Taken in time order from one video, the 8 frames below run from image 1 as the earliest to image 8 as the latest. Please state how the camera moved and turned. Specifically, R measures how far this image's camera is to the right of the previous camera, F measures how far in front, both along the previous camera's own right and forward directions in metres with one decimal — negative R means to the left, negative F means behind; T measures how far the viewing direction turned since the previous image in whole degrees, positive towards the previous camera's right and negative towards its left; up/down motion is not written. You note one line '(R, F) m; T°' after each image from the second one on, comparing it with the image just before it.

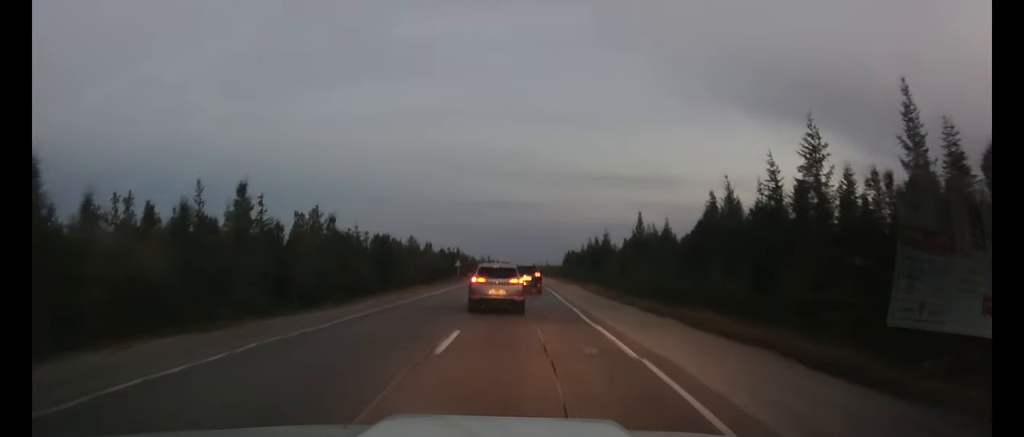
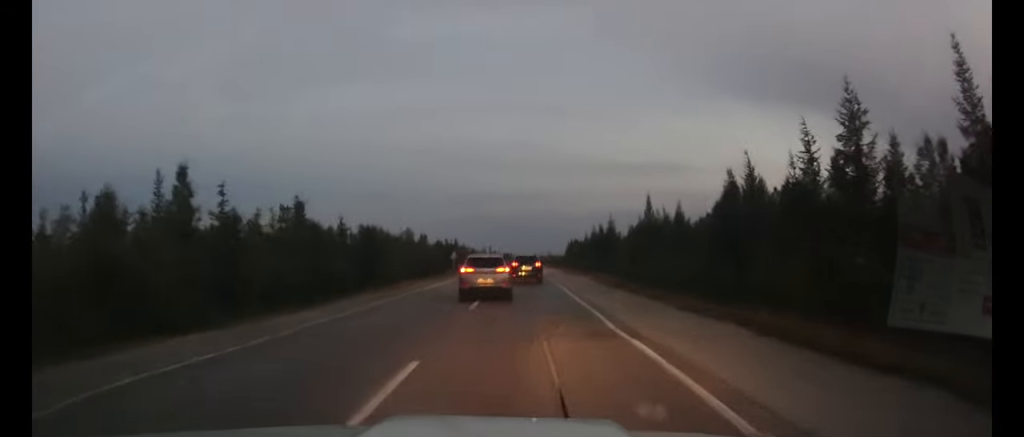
(0.0, +5.2) m; 0°
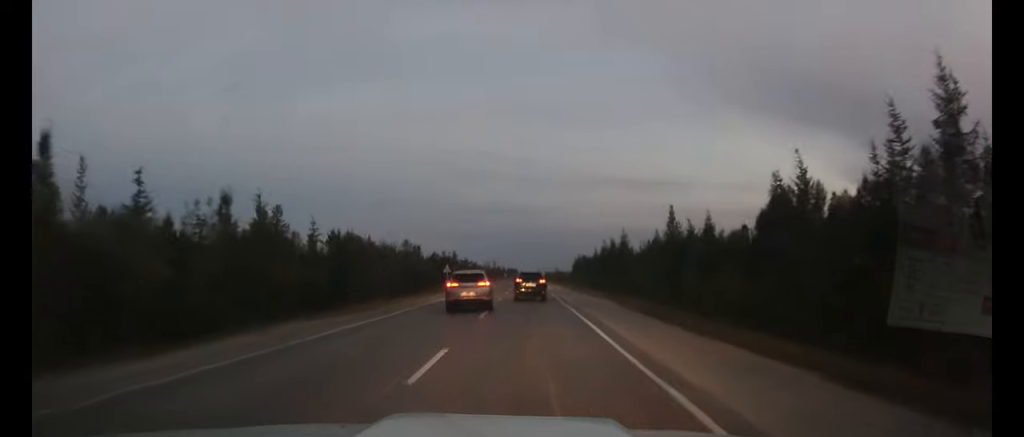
(0.0, +8.8) m; 0°
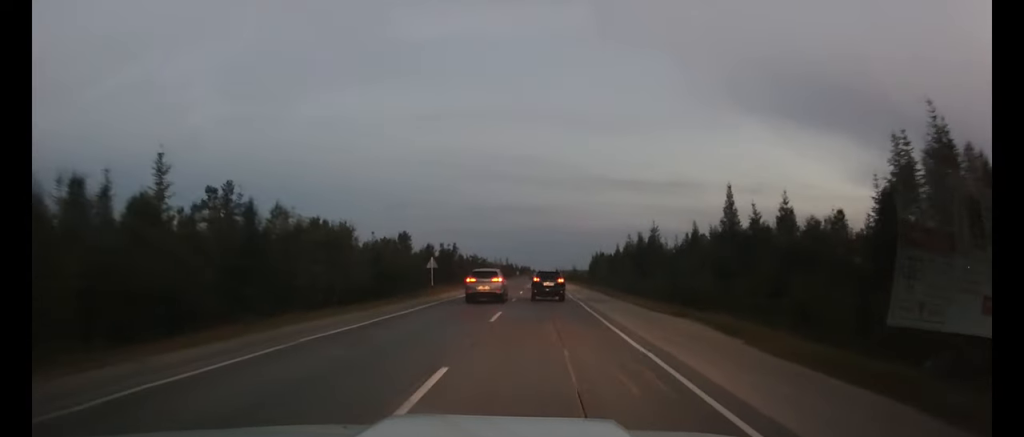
(-0.2, +14.1) m; -1°
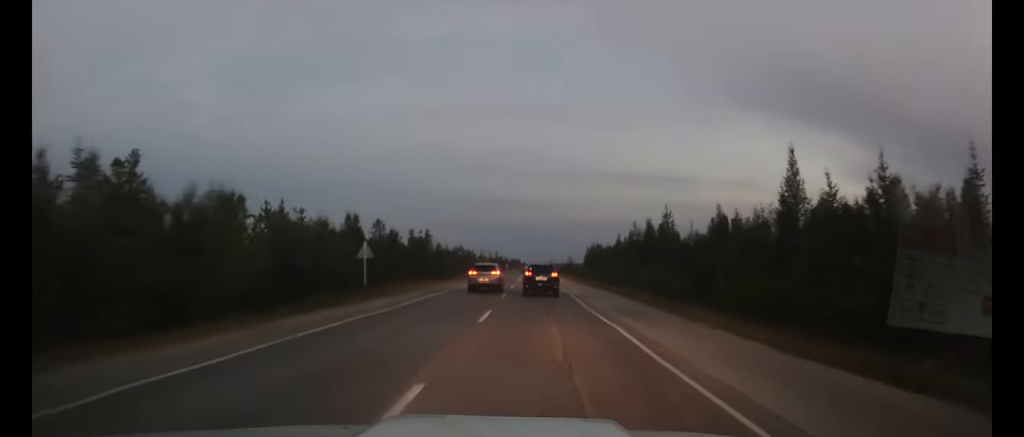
(-0.1, +13.0) m; 0°
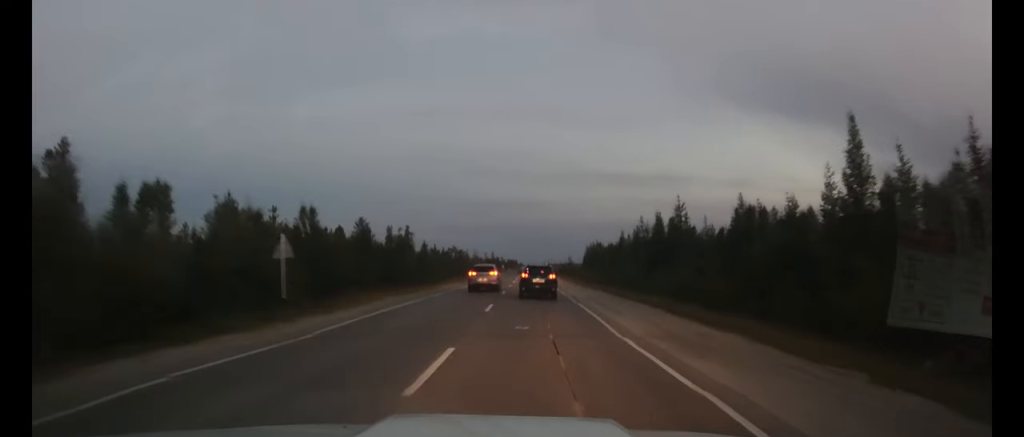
(0.0, +7.9) m; 0°
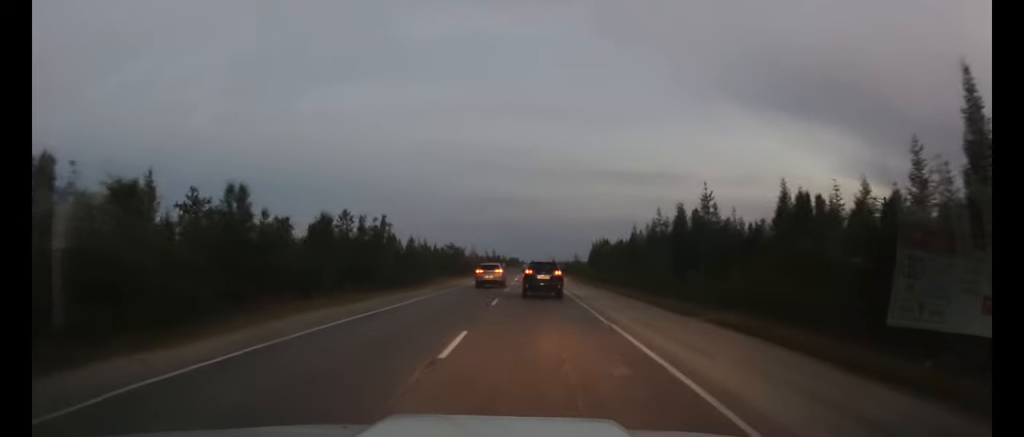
(0.0, +9.6) m; 0°
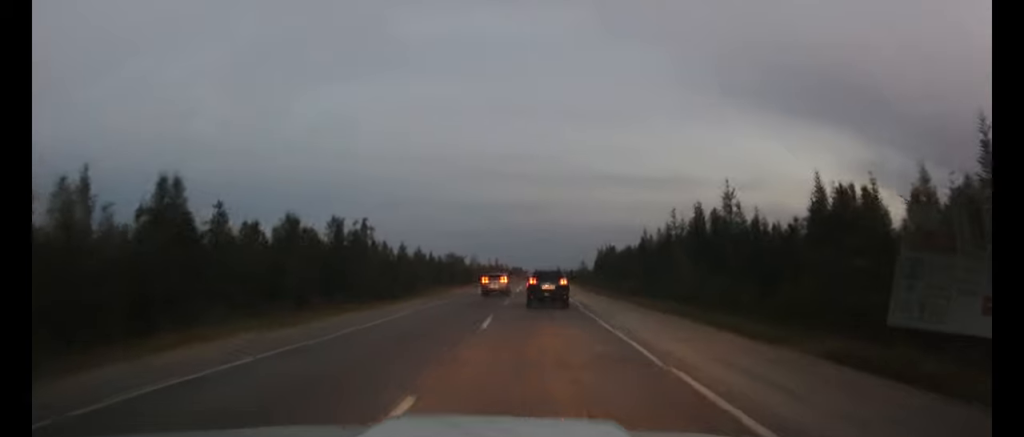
(0.0, +5.8) m; 0°
